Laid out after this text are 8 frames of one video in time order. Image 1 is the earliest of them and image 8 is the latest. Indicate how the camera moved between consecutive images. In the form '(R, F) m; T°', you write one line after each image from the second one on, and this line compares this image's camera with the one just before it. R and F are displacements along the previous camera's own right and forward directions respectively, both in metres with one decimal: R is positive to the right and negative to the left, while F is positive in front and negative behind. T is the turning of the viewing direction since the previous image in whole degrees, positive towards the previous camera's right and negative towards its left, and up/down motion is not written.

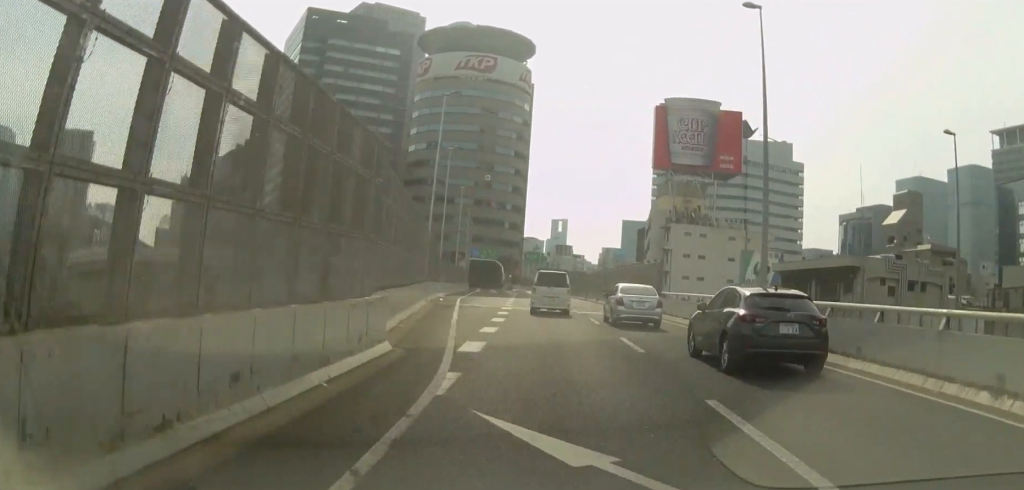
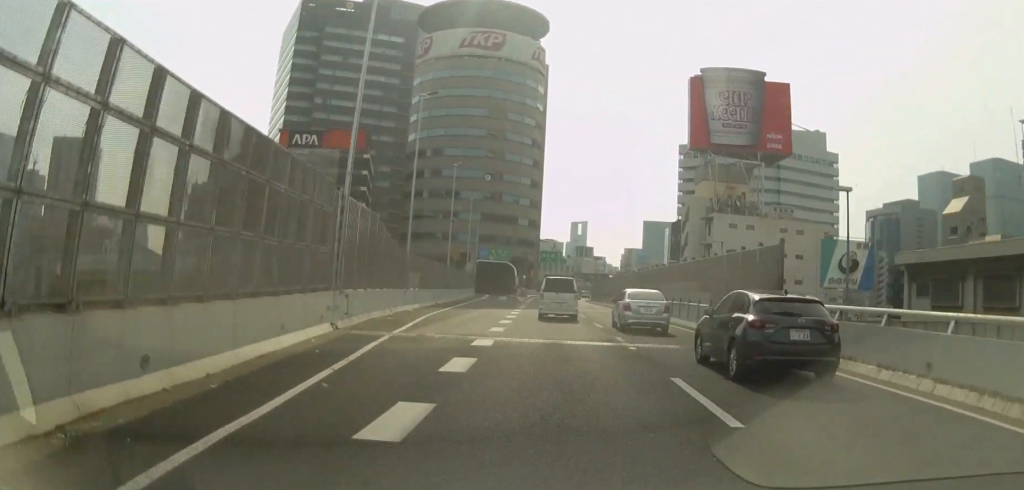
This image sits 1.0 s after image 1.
(-0.3, +17.2) m; -2°
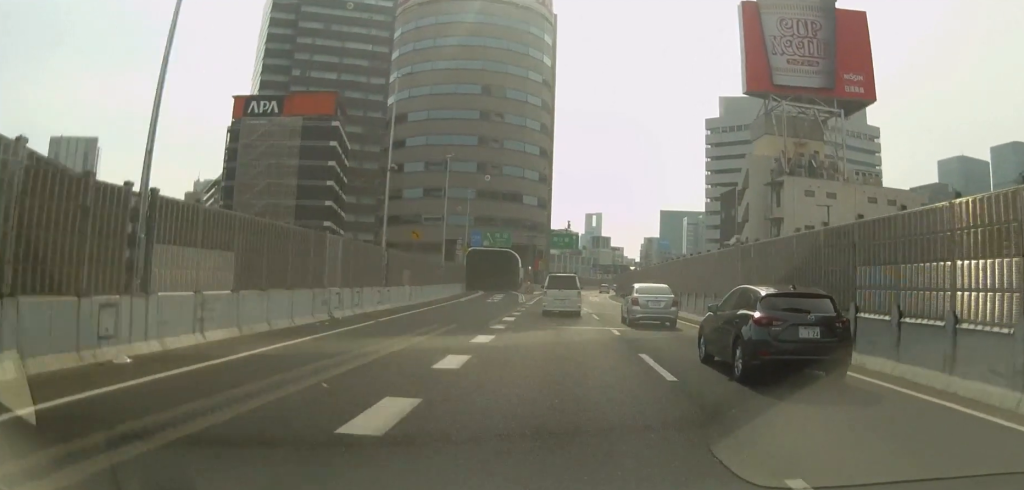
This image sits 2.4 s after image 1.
(-0.4, +24.7) m; -1°
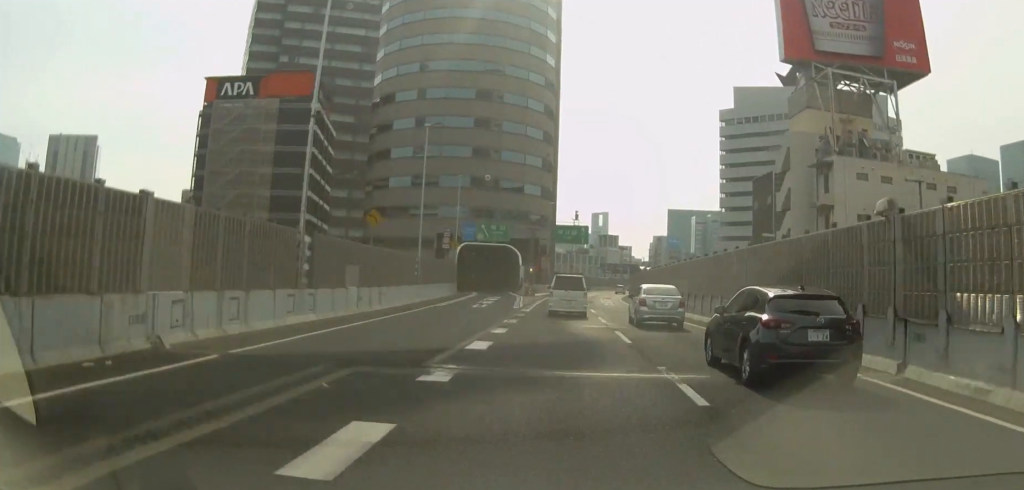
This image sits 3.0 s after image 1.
(0.0, +11.4) m; -1°
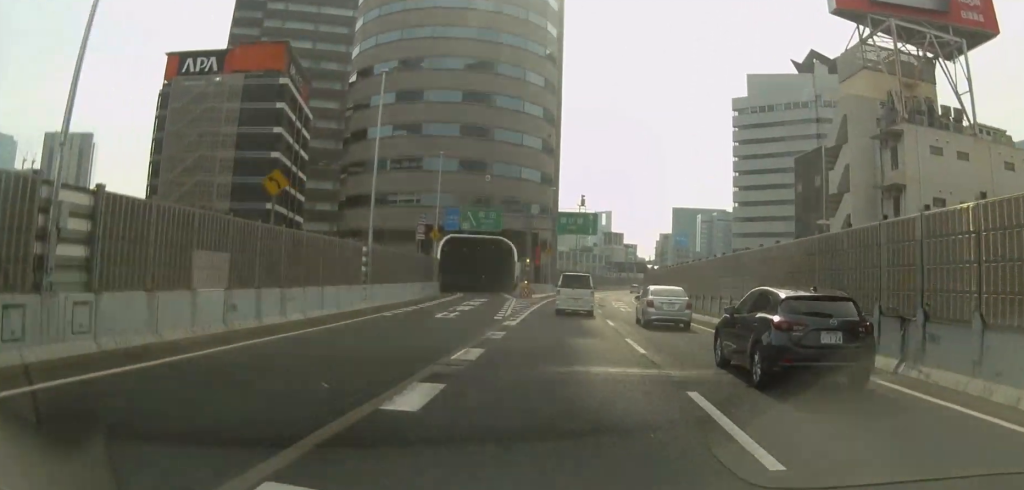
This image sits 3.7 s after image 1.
(0.0, +12.1) m; -1°
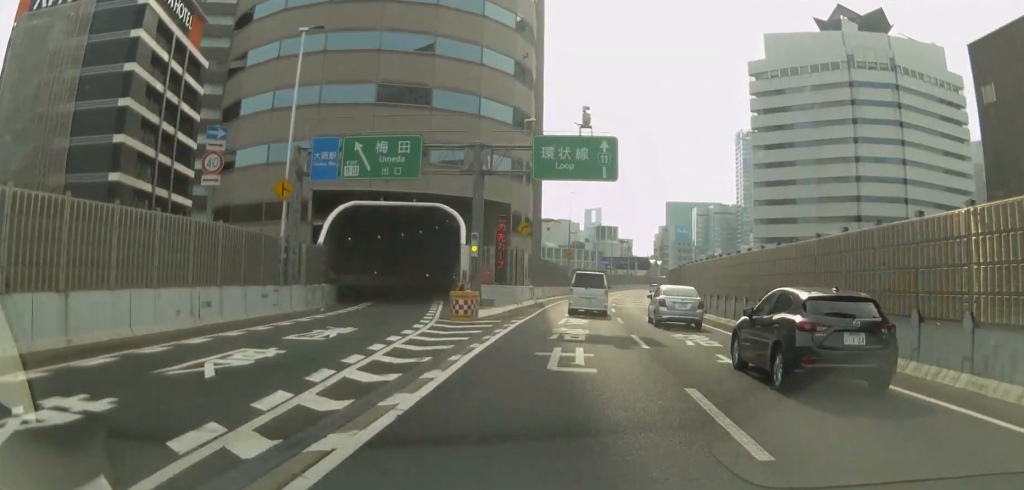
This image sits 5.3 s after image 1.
(0.0, +29.0) m; 0°
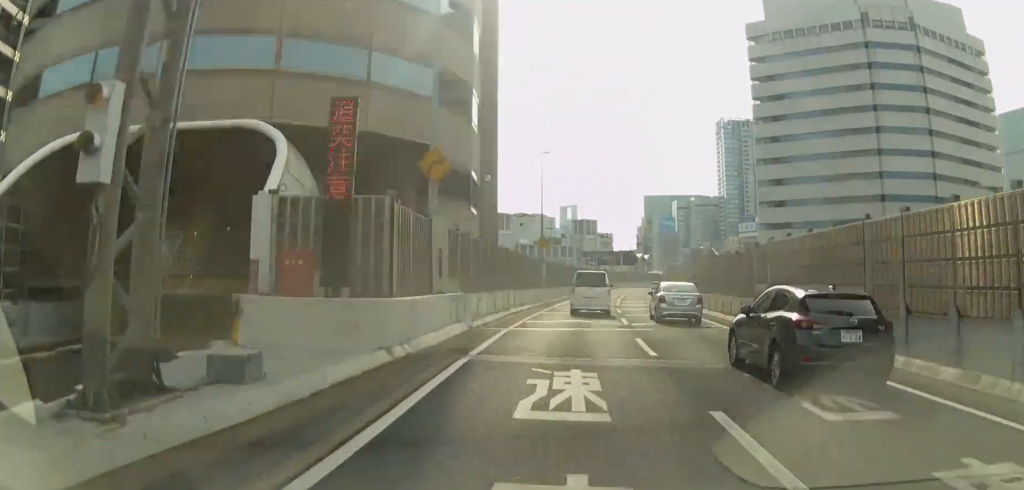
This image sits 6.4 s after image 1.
(-0.4, +21.7) m; 0°
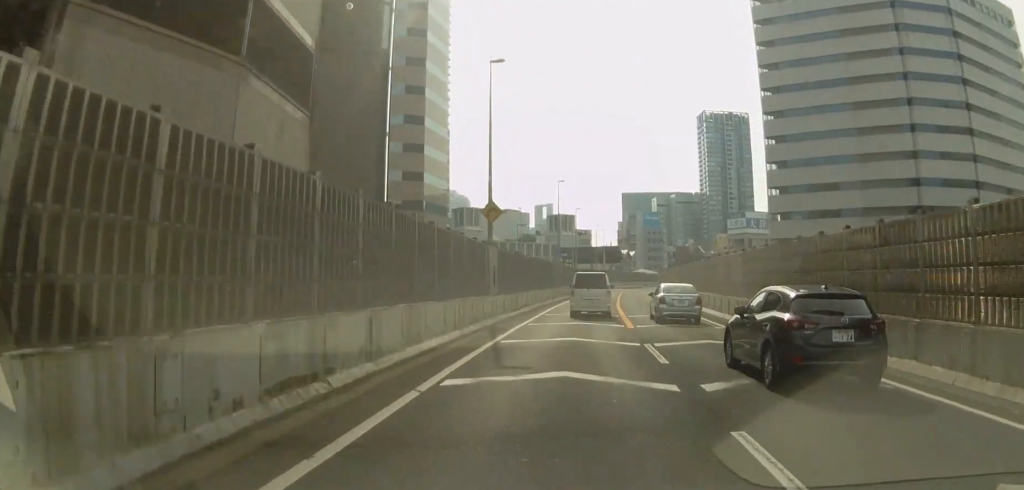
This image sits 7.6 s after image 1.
(+0.6, +21.2) m; +3°
